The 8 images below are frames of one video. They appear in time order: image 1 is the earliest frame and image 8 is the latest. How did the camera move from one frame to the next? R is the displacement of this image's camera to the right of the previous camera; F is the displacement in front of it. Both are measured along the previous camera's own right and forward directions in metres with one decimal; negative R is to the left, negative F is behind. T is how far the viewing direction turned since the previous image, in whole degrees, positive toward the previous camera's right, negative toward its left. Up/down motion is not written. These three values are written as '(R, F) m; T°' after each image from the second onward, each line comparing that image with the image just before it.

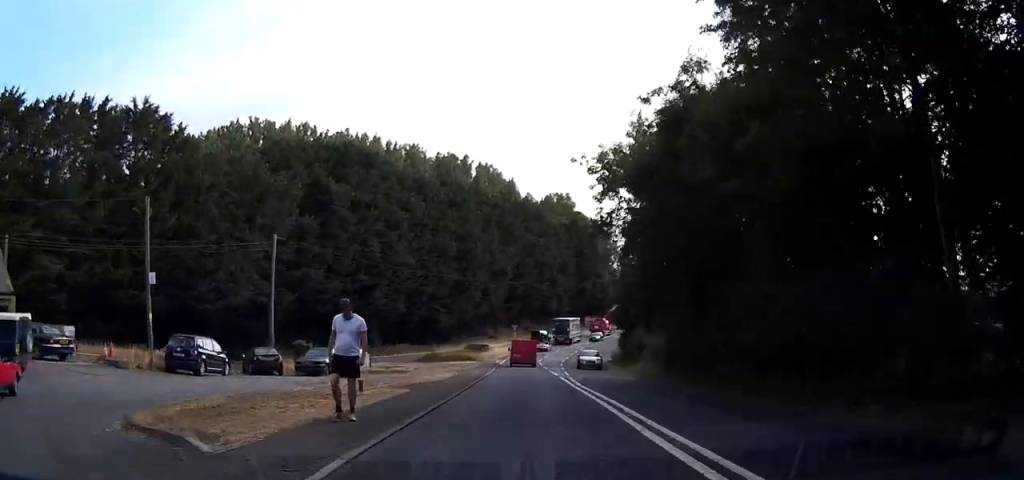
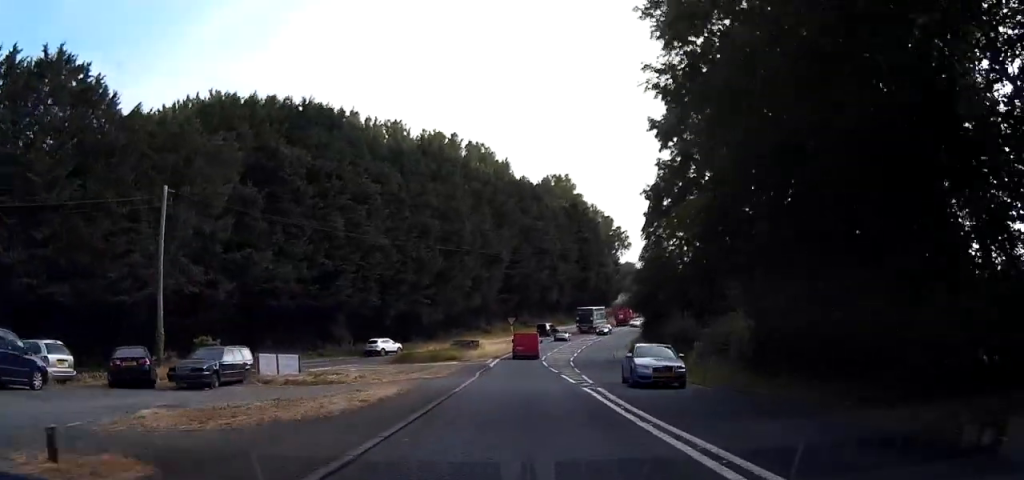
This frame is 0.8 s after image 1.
(-0.2, +14.1) m; -1°
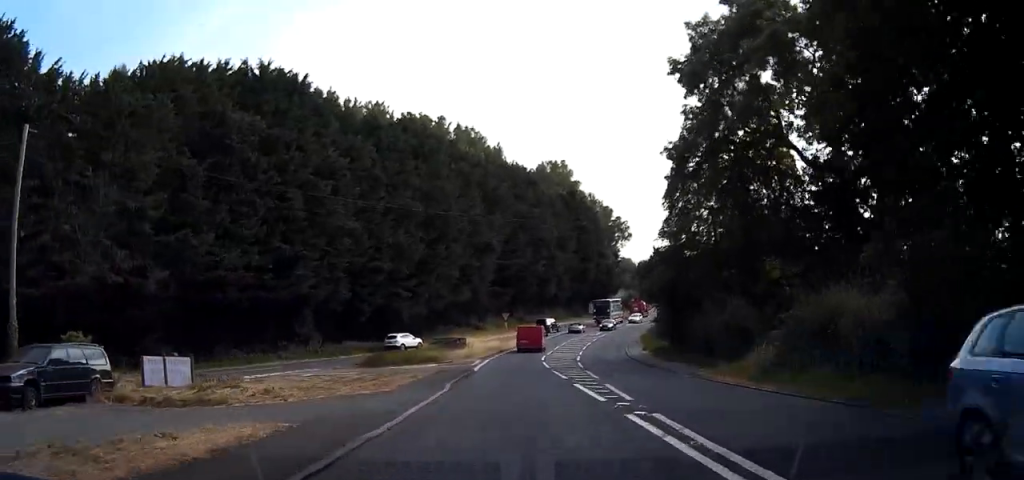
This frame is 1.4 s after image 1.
(-0.1, +10.1) m; 0°
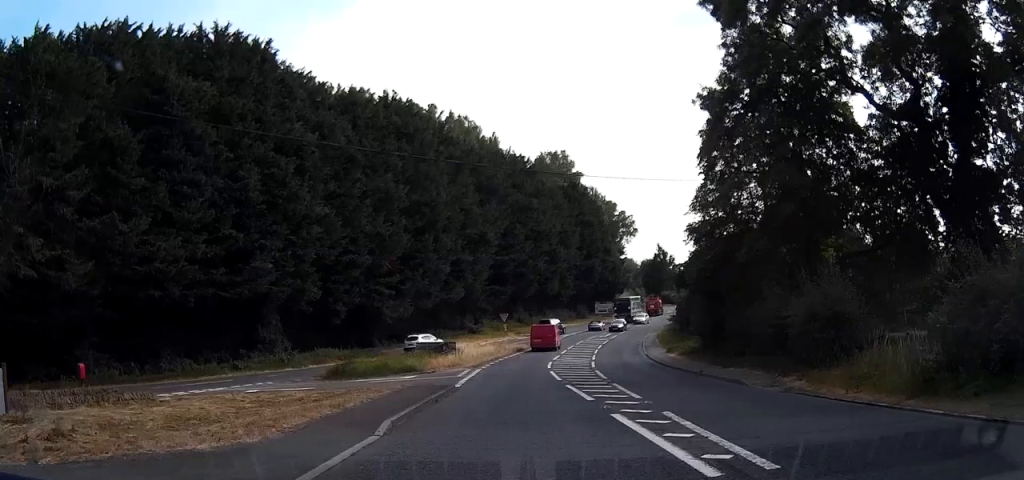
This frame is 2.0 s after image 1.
(-0.1, +8.9) m; 0°
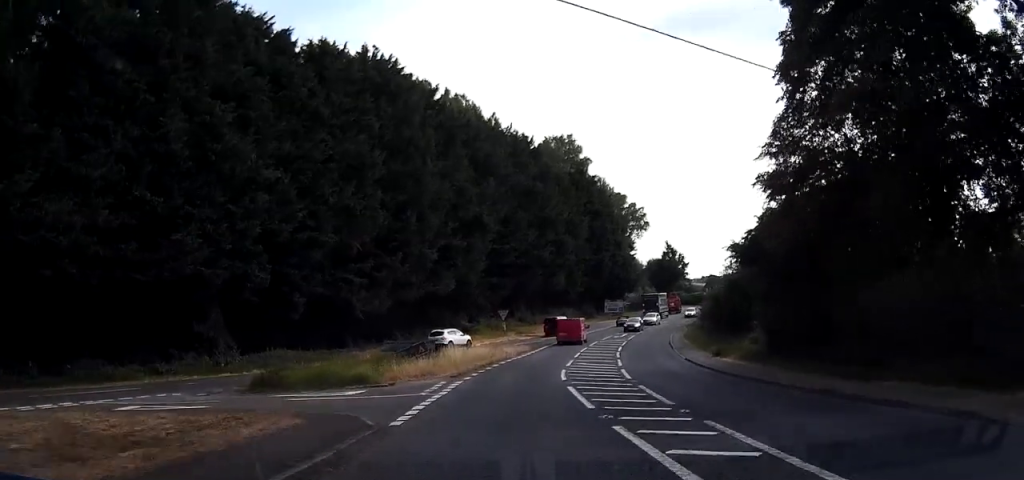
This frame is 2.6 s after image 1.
(0.0, +11.0) m; 0°
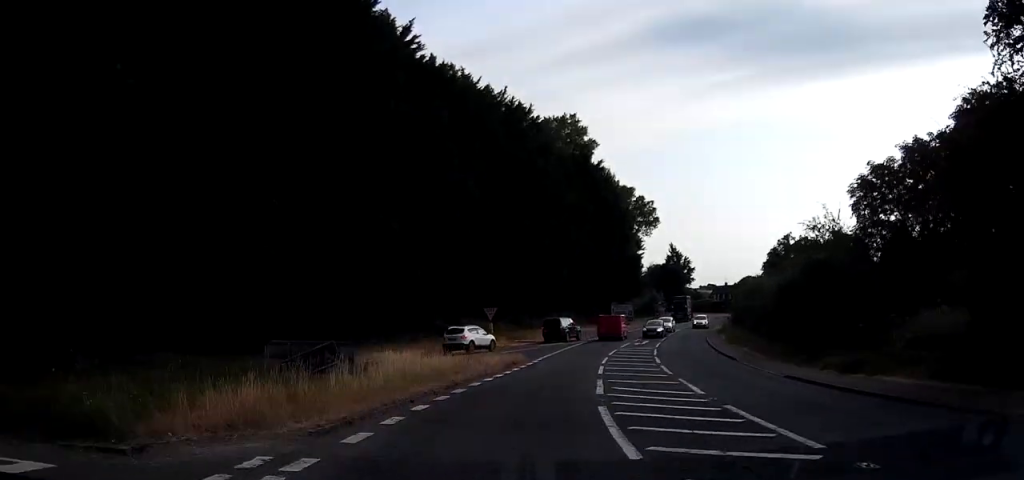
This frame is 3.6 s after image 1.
(+0.1, +15.3) m; +1°
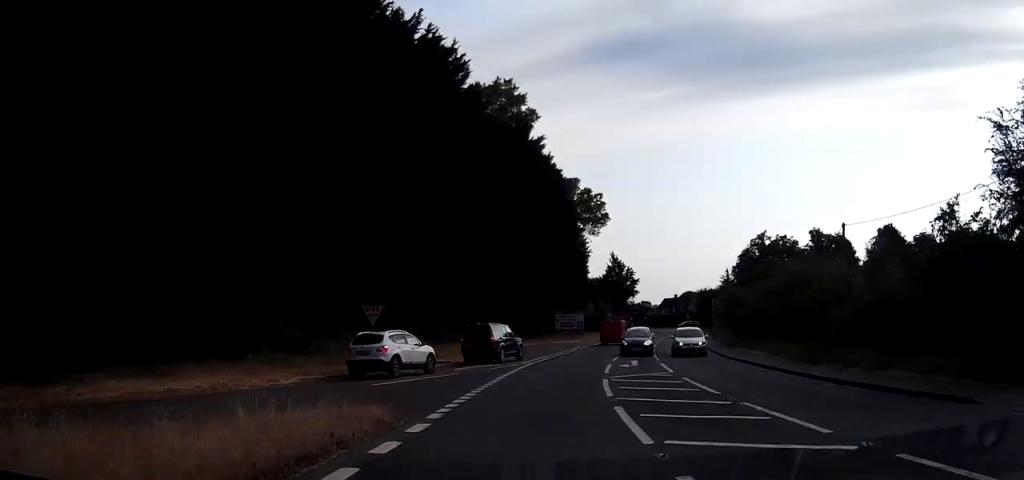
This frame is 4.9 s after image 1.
(+0.3, +21.8) m; +1°
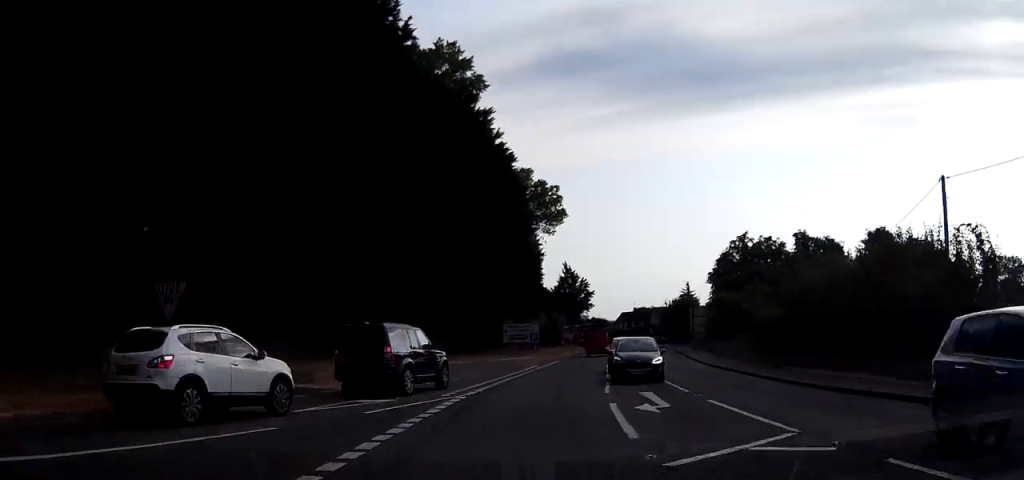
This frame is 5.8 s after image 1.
(-0.1, +15.3) m; +2°
